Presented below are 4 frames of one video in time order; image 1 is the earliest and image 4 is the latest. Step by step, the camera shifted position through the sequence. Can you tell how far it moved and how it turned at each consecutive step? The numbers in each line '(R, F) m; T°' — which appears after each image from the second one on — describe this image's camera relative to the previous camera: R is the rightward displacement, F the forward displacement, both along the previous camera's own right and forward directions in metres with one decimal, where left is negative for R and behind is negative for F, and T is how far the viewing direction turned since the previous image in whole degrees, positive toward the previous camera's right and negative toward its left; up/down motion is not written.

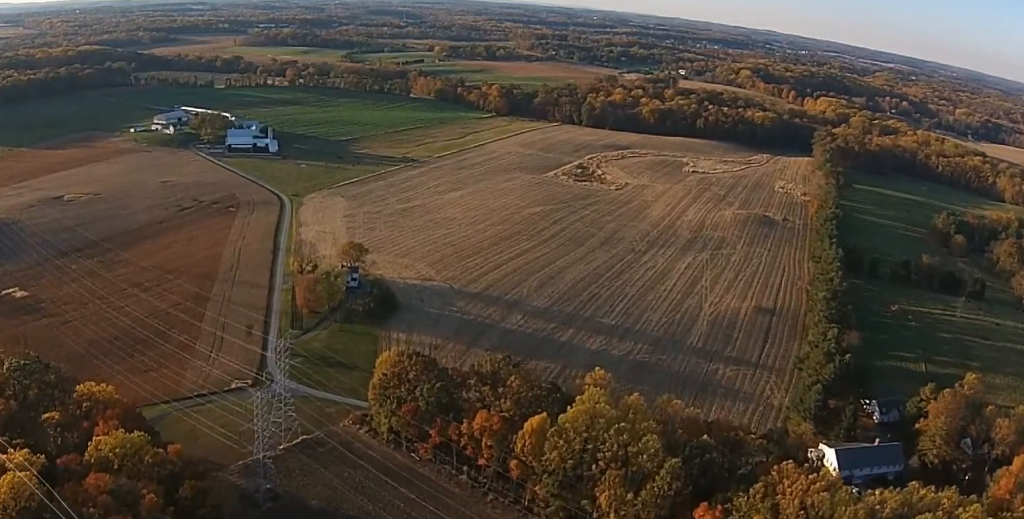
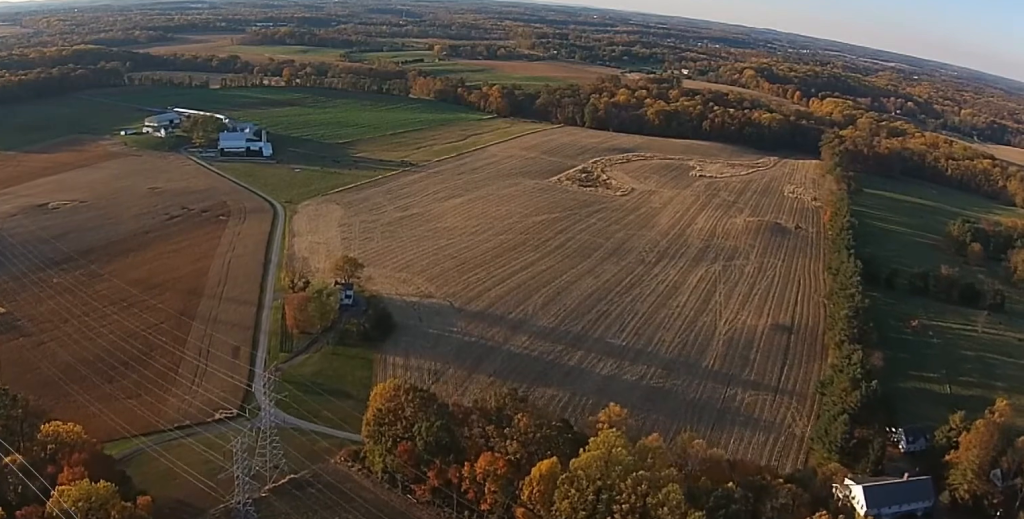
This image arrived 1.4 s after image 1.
(+0.1, +23.8) m; 0°
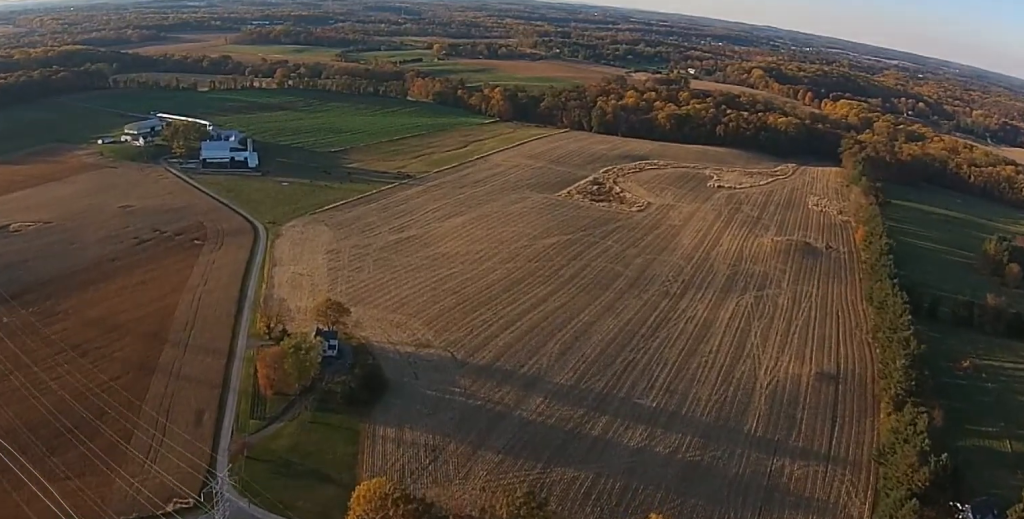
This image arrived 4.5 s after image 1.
(0.0, +54.1) m; +1°
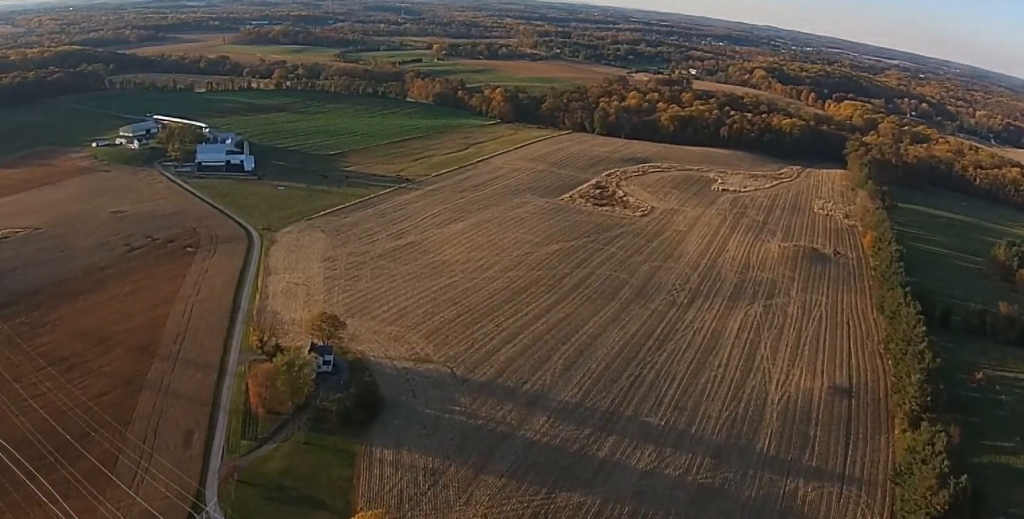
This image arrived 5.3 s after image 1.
(+0.3, +12.8) m; -1°
